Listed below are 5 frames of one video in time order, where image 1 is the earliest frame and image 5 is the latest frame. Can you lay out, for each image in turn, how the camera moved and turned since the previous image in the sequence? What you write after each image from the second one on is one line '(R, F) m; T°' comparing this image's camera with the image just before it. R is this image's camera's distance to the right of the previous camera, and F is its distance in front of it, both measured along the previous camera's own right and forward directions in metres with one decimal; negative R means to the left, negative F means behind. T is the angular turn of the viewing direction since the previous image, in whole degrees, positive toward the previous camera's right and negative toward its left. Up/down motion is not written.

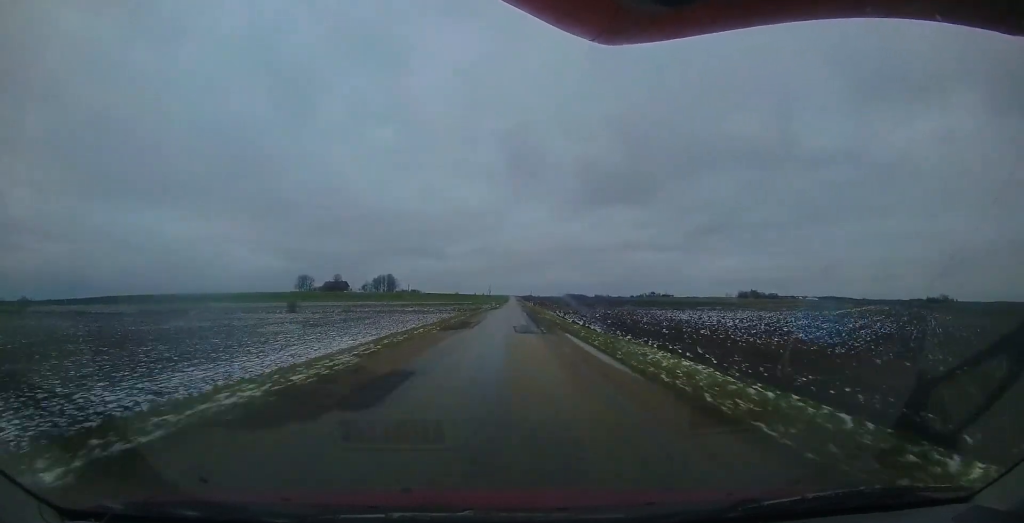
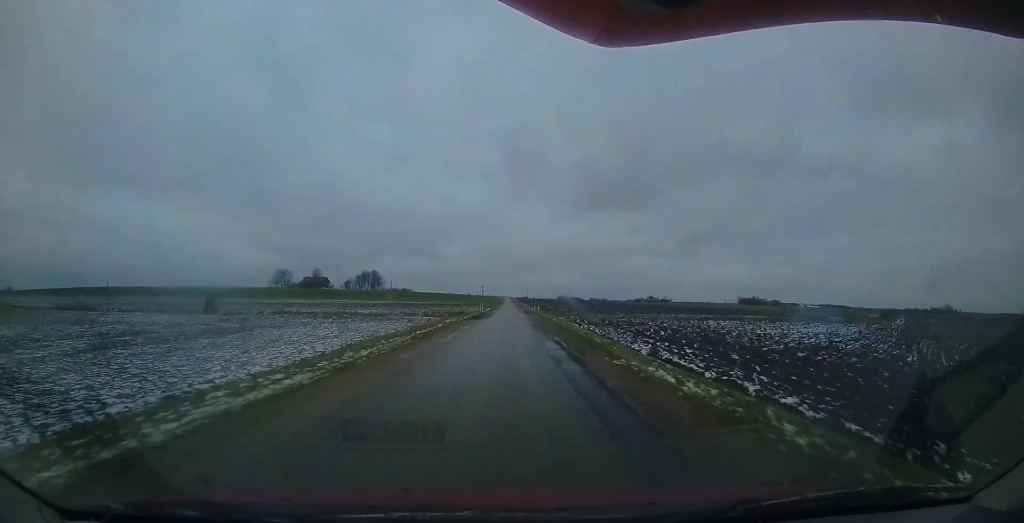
(+0.2, +24.2) m; +1°
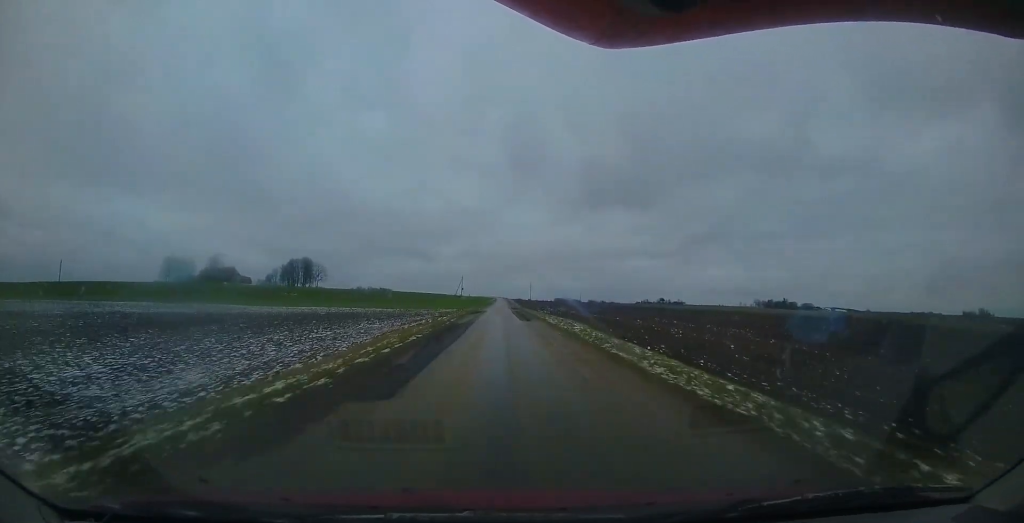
(+2.8, +96.7) m; +2°
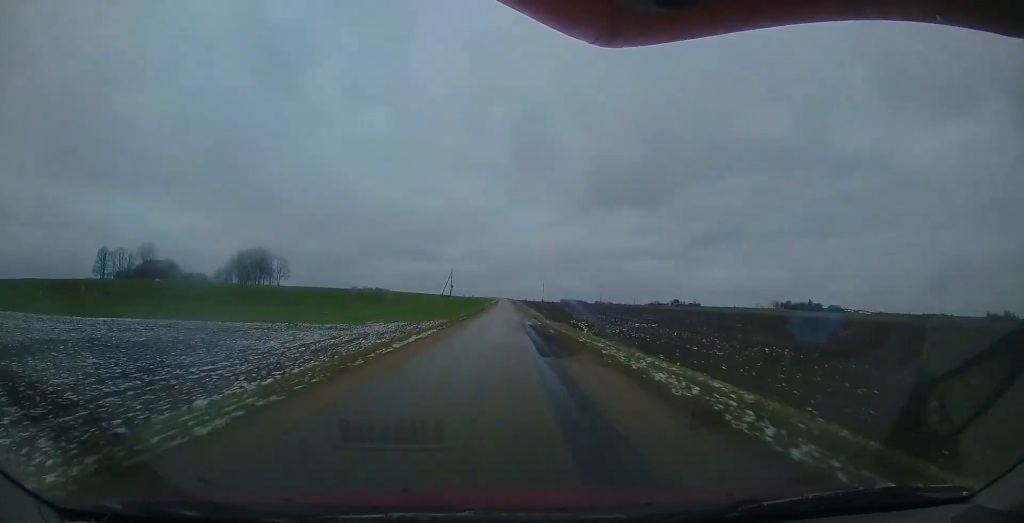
(-1.9, +44.9) m; -2°
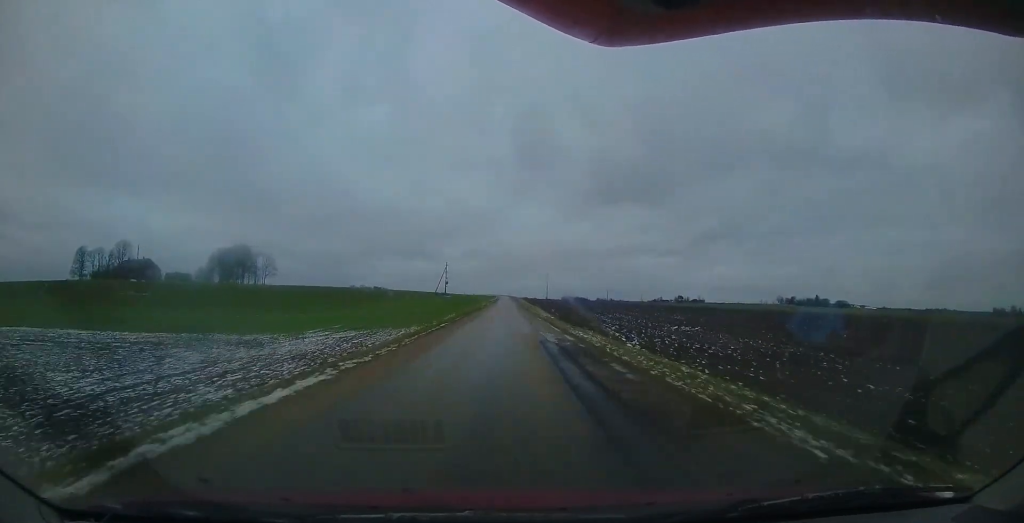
(0.0, +12.5) m; 0°
